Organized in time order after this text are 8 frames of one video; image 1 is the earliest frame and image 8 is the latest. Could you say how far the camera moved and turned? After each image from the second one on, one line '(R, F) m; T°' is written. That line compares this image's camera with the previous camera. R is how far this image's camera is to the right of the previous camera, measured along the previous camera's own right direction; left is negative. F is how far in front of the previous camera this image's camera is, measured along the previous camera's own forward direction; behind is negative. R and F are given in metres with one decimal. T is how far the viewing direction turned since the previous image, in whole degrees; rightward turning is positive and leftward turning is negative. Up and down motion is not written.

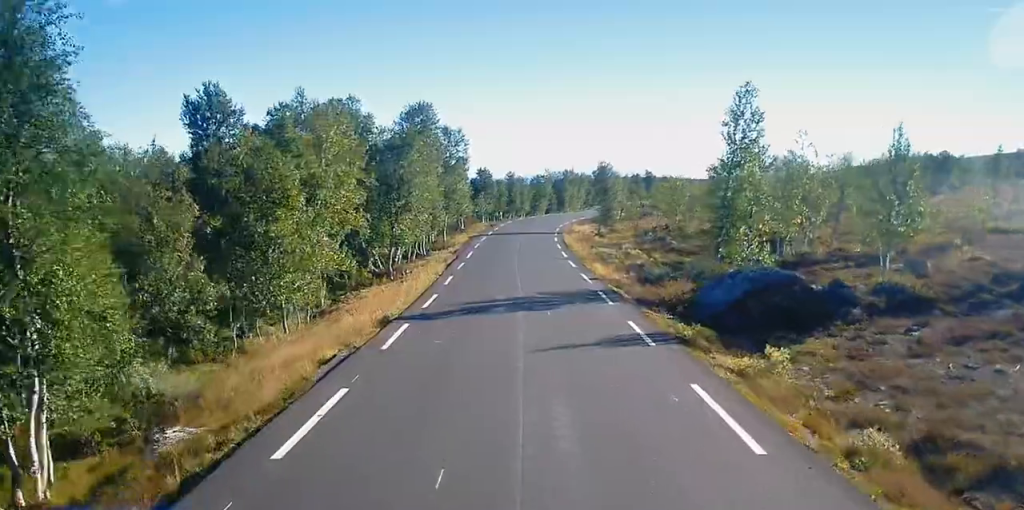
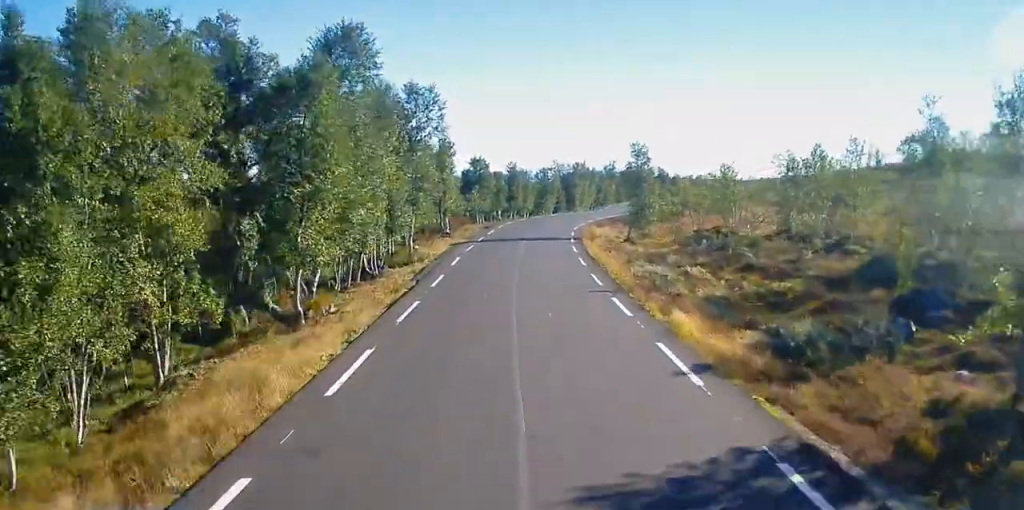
(+0.3, +15.6) m; 0°
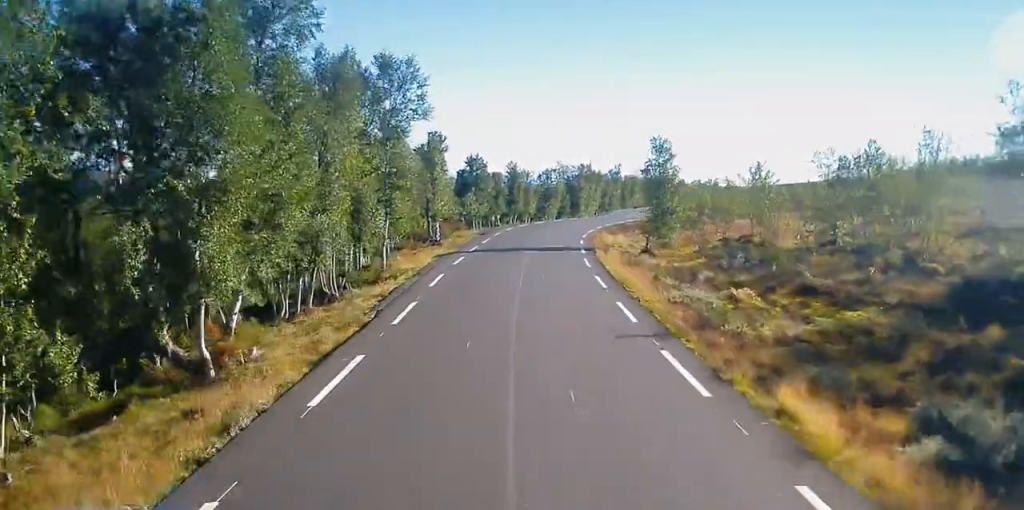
(-0.1, +6.6) m; -1°
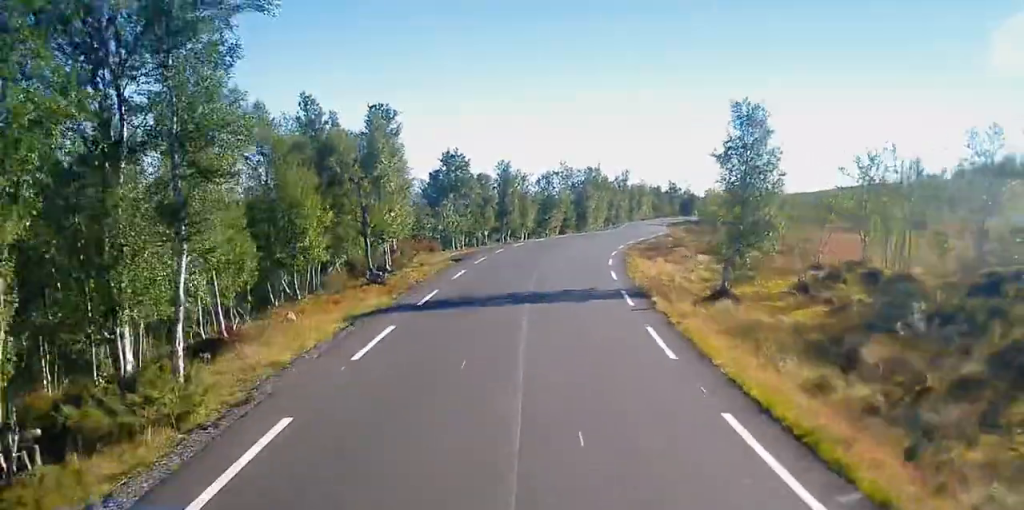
(-0.1, +15.8) m; +1°
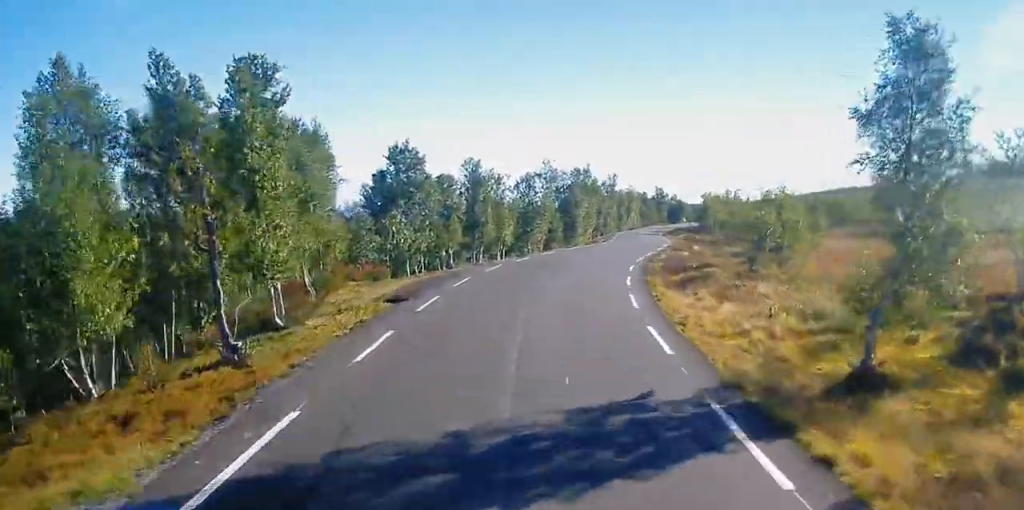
(+0.3, +11.4) m; +2°
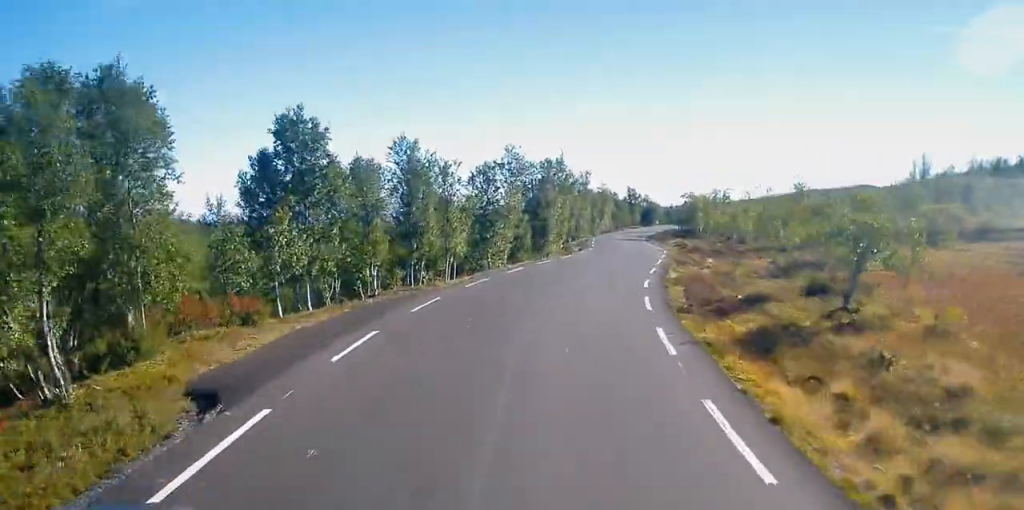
(+0.2, +11.8) m; +2°
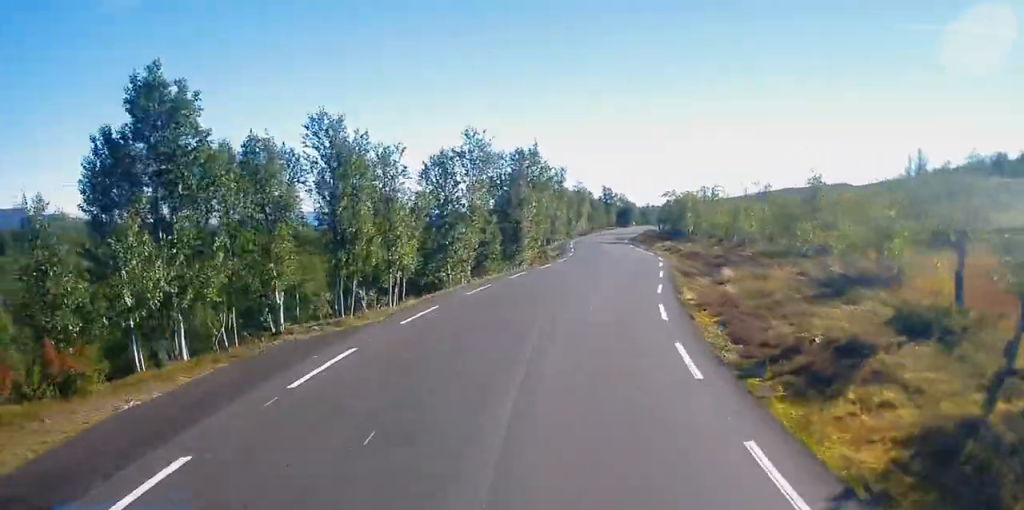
(-0.2, +7.7) m; +2°
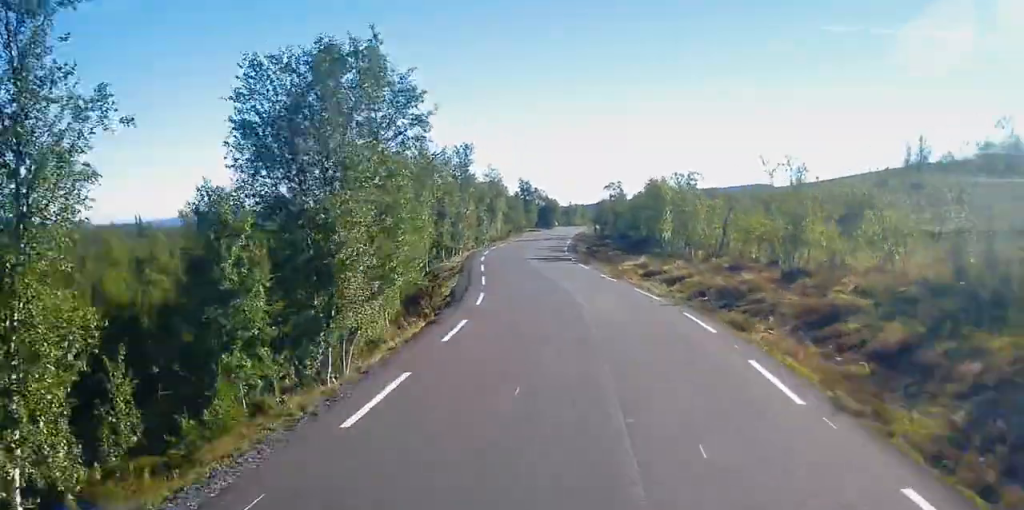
(+1.4, +25.6) m; +4°
